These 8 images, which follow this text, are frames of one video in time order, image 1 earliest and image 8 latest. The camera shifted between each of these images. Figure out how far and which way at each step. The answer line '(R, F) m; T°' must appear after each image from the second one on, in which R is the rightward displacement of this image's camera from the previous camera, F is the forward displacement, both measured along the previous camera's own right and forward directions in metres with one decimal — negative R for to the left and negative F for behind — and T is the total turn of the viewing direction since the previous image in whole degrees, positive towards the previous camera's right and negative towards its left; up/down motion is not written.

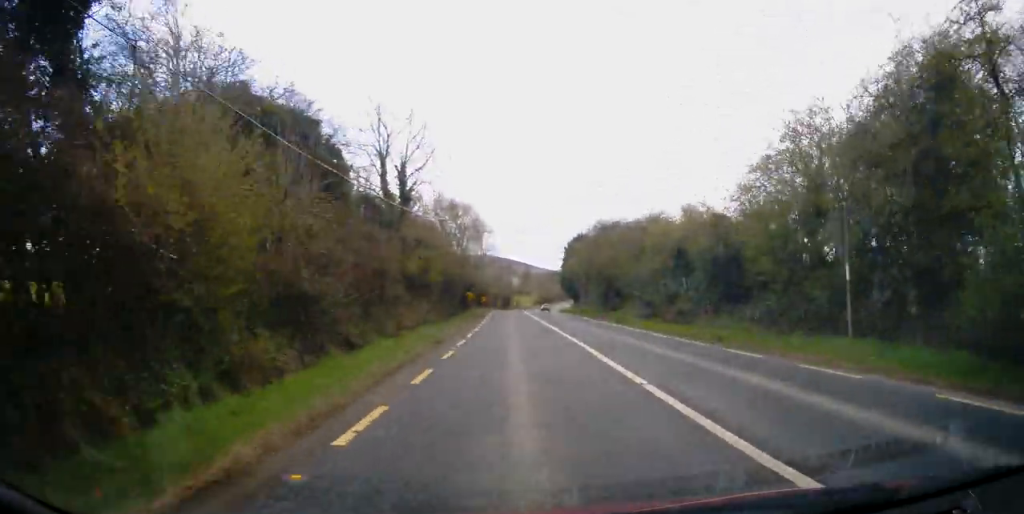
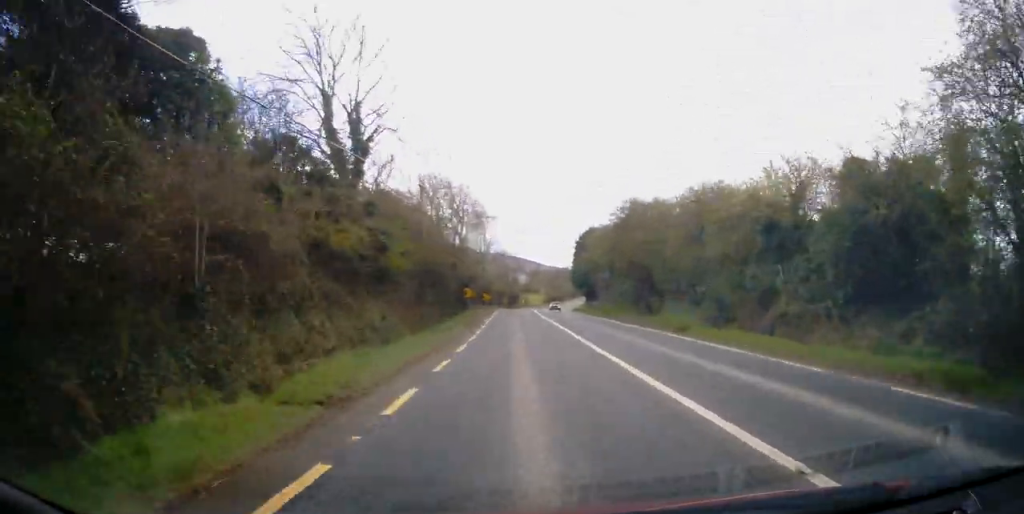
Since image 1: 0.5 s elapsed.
(0.0, +10.7) m; -1°
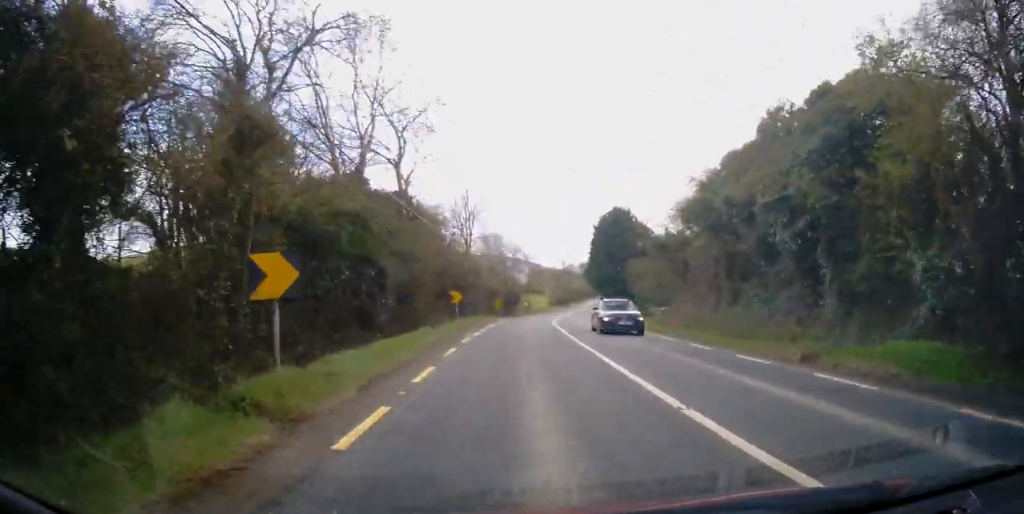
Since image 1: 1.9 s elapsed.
(-0.3, +33.6) m; 0°
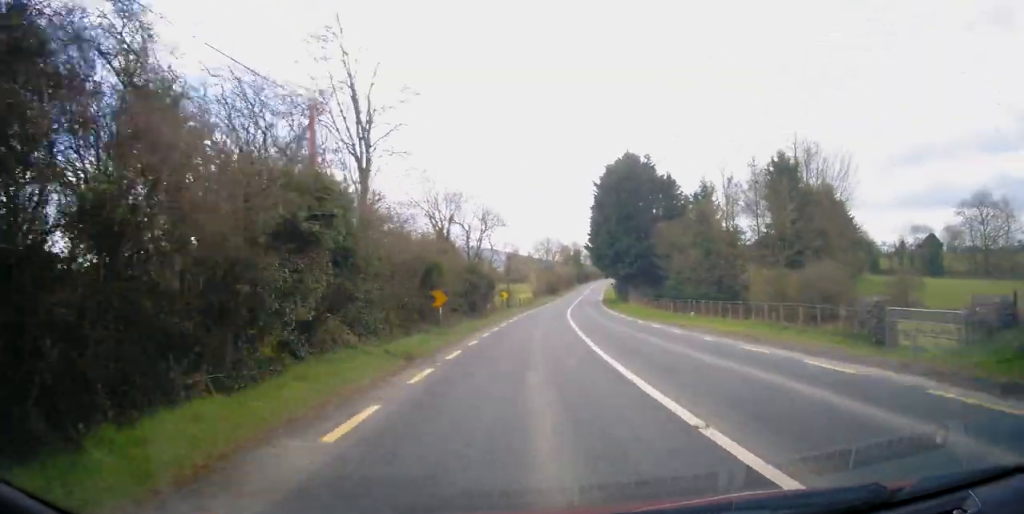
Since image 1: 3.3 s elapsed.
(+0.2, +31.7) m; +1°
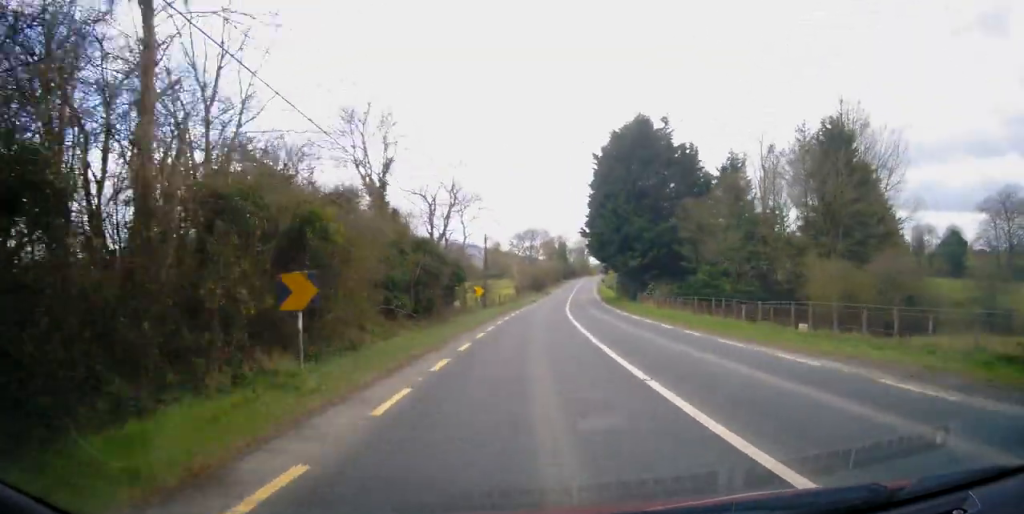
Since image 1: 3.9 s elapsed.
(+0.2, +14.9) m; +1°
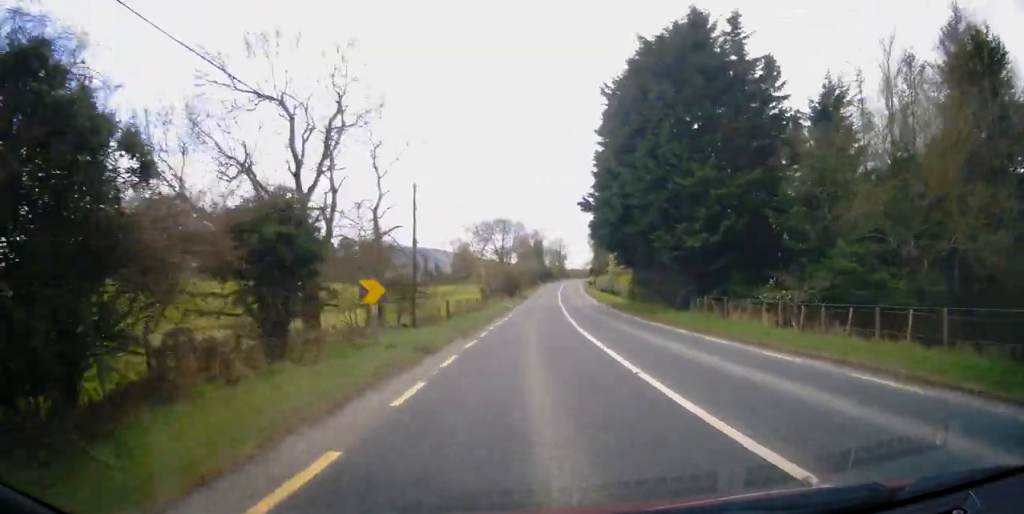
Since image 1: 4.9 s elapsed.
(+0.5, +23.7) m; +3°
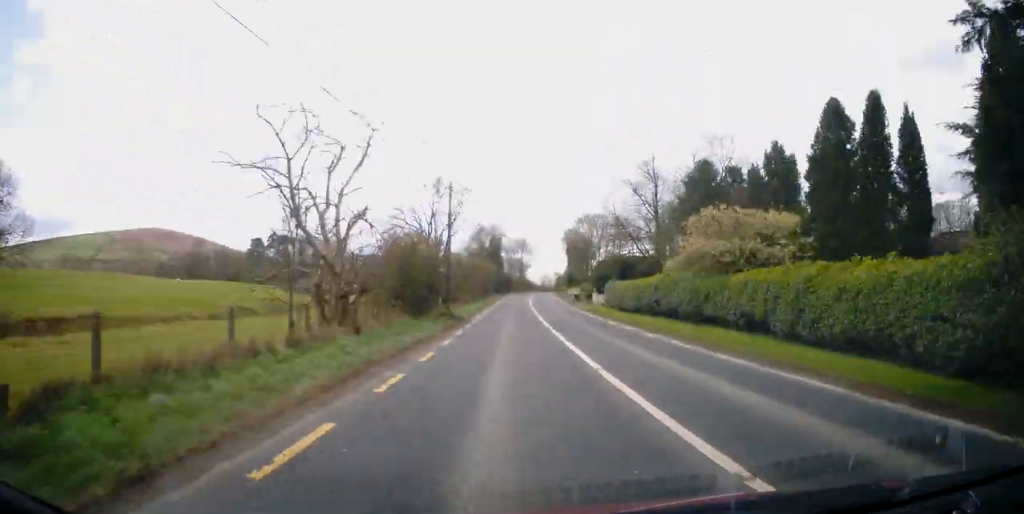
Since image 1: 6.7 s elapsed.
(+1.8, +43.3) m; +4°
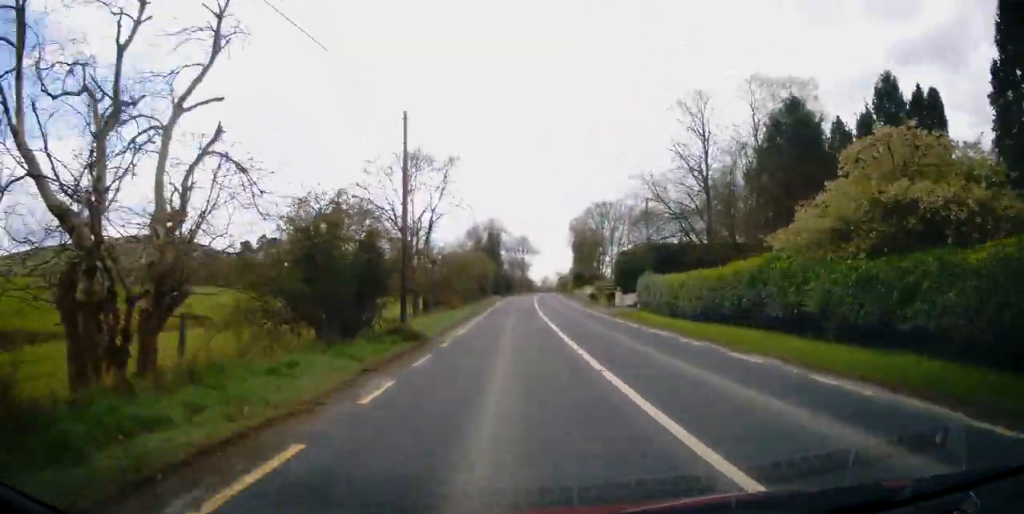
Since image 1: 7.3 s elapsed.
(-0.1, +13.0) m; 0°
